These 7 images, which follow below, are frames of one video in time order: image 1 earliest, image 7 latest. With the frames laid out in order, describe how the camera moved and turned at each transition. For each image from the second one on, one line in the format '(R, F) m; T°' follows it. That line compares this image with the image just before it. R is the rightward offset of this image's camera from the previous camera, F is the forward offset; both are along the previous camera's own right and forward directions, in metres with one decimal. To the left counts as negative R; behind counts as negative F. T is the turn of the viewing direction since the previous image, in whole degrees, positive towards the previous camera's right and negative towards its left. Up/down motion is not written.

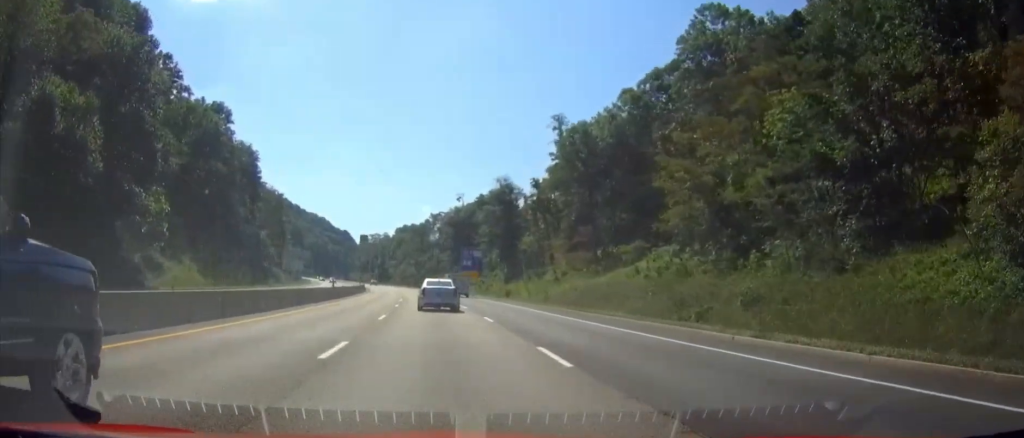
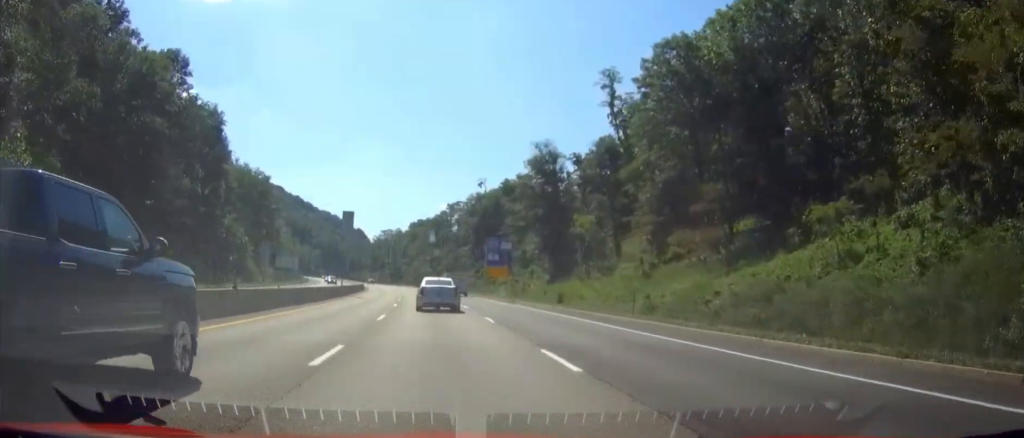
(-0.4, +25.4) m; -1°
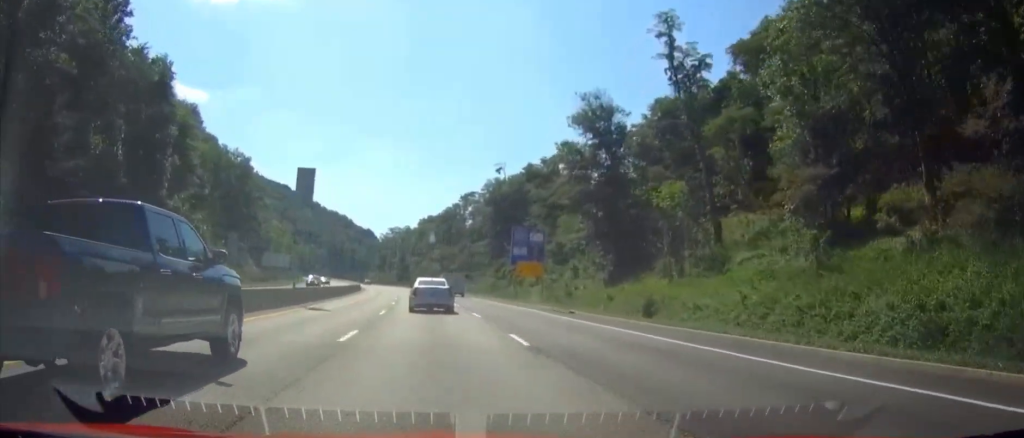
(-0.2, +20.9) m; -1°
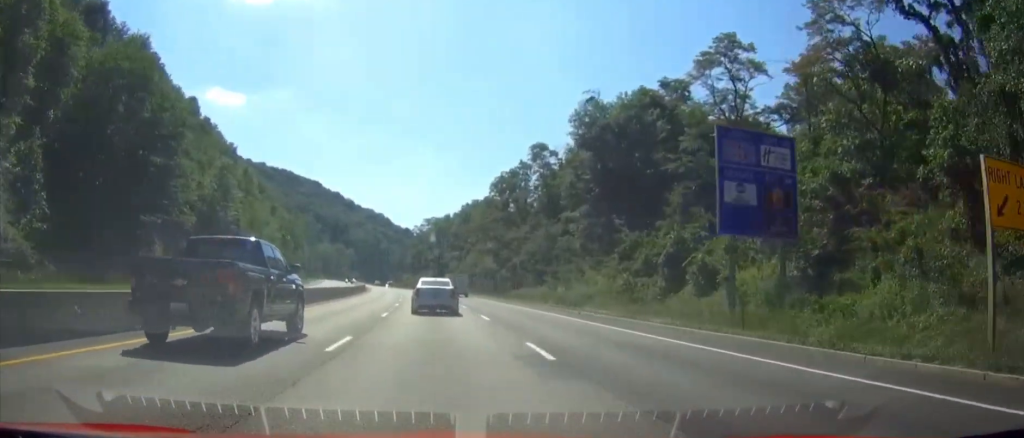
(-1.4, +51.8) m; -3°
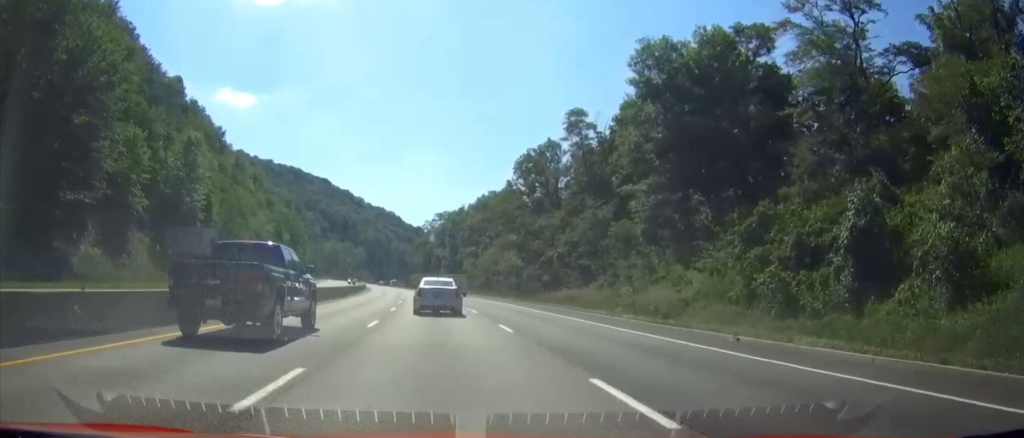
(-0.1, +18.2) m; -1°
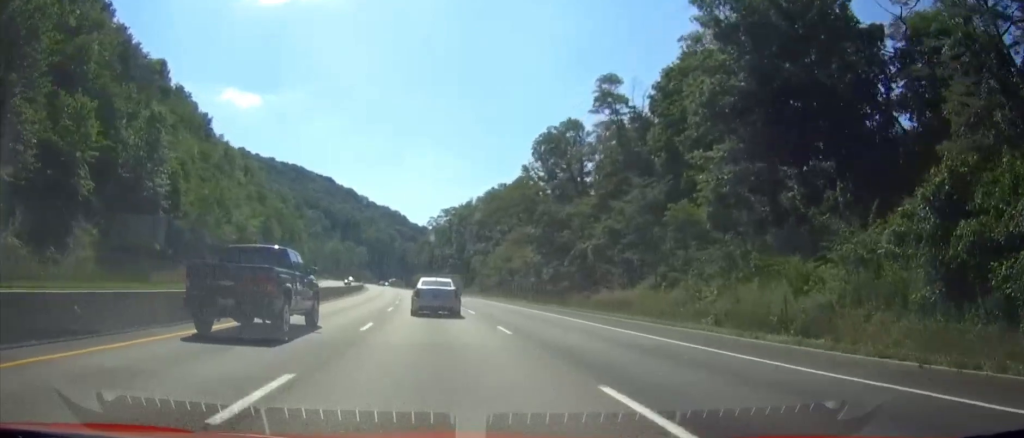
(-0.1, +12.7) m; -1°
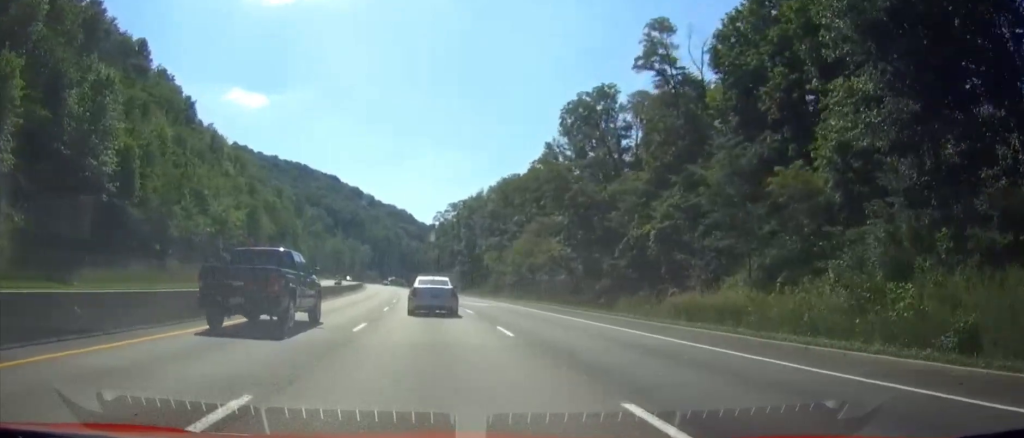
(-0.1, +13.6) m; -1°
